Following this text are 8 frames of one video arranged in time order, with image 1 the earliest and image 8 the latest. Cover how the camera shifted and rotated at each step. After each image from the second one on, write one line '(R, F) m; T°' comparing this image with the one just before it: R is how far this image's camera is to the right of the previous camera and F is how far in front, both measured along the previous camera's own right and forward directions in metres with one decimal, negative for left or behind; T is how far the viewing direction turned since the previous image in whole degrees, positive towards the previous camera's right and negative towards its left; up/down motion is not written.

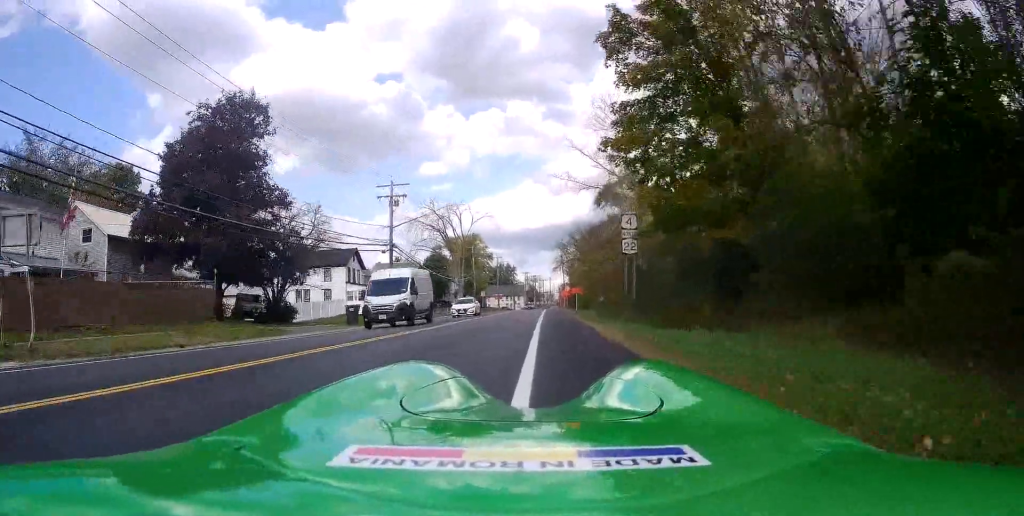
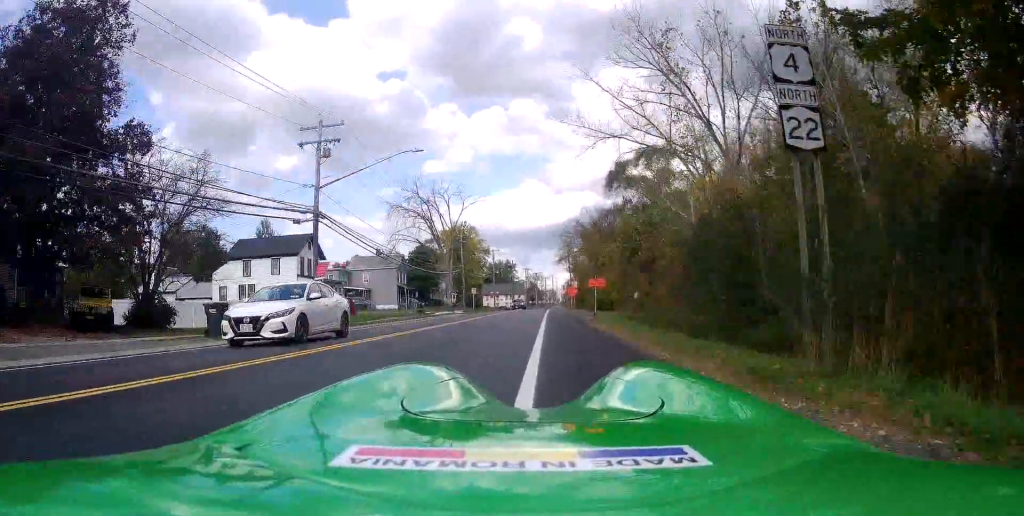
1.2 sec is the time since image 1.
(-0.2, +15.9) m; 0°
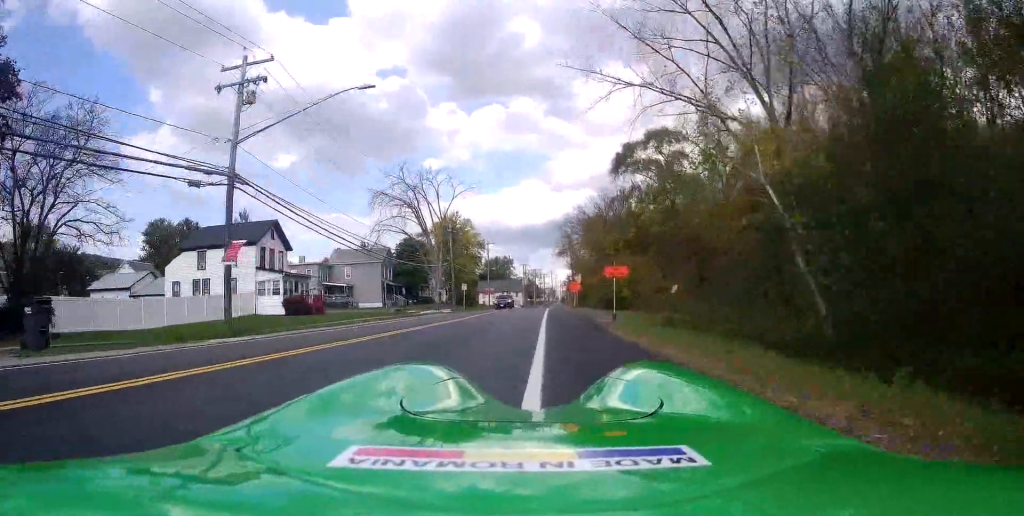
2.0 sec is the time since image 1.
(+0.2, +9.0) m; 0°
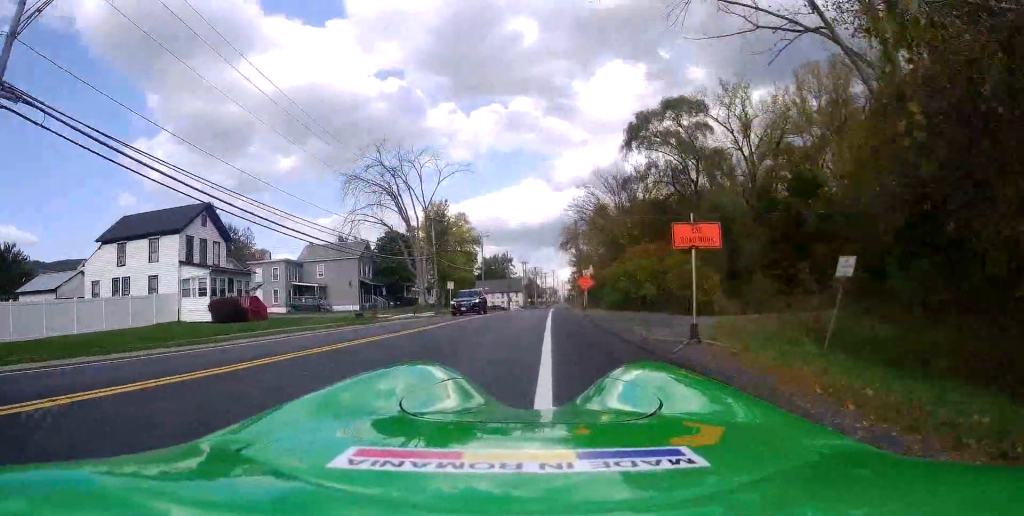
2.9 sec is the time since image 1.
(-0.2, +12.1) m; 0°
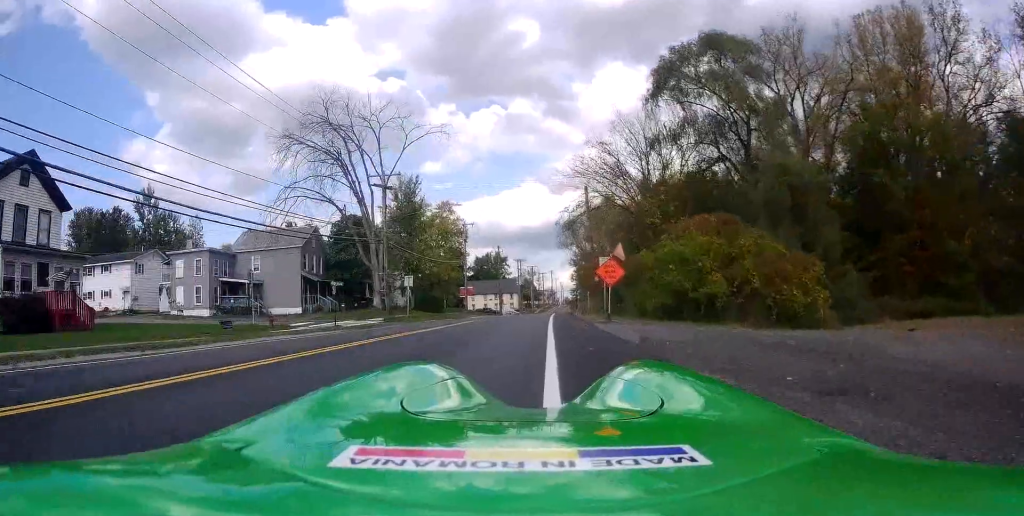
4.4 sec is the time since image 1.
(+0.1, +18.6) m; 0°
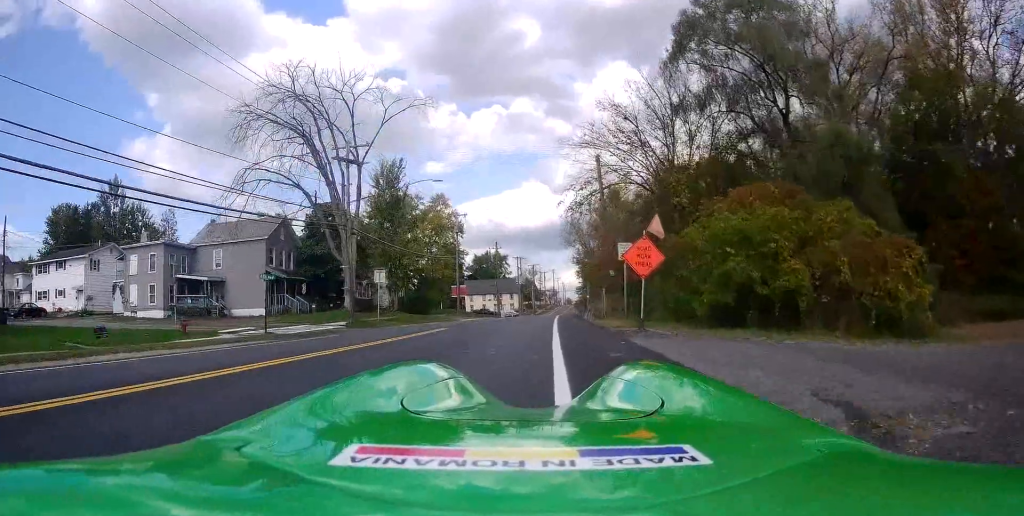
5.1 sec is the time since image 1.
(-0.3, +7.9) m; +1°
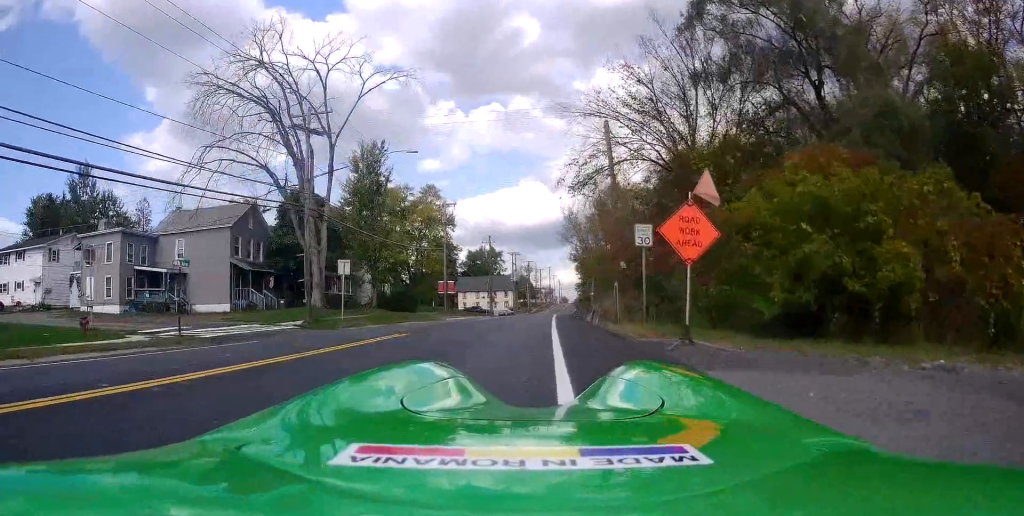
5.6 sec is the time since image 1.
(+0.3, +5.2) m; 0°
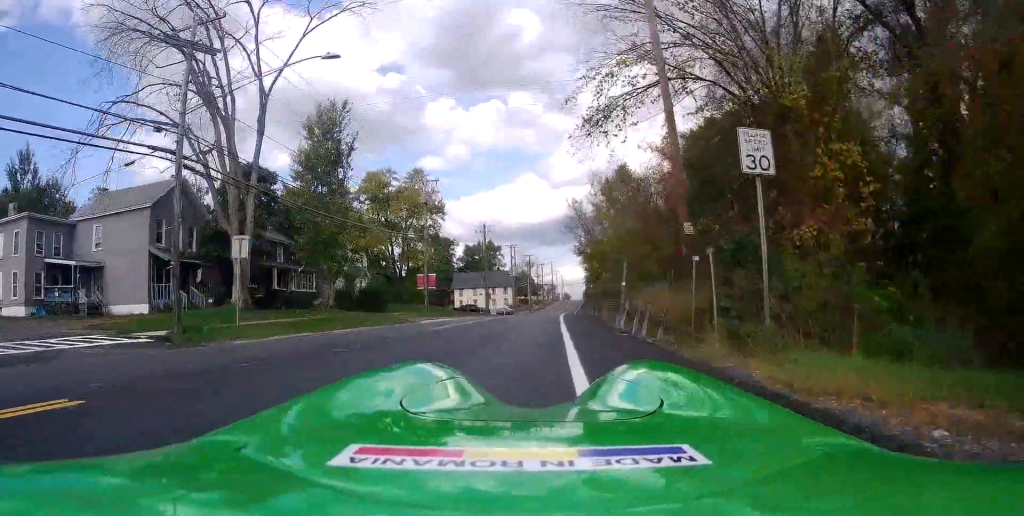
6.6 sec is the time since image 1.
(+0.1, +10.2) m; -2°
